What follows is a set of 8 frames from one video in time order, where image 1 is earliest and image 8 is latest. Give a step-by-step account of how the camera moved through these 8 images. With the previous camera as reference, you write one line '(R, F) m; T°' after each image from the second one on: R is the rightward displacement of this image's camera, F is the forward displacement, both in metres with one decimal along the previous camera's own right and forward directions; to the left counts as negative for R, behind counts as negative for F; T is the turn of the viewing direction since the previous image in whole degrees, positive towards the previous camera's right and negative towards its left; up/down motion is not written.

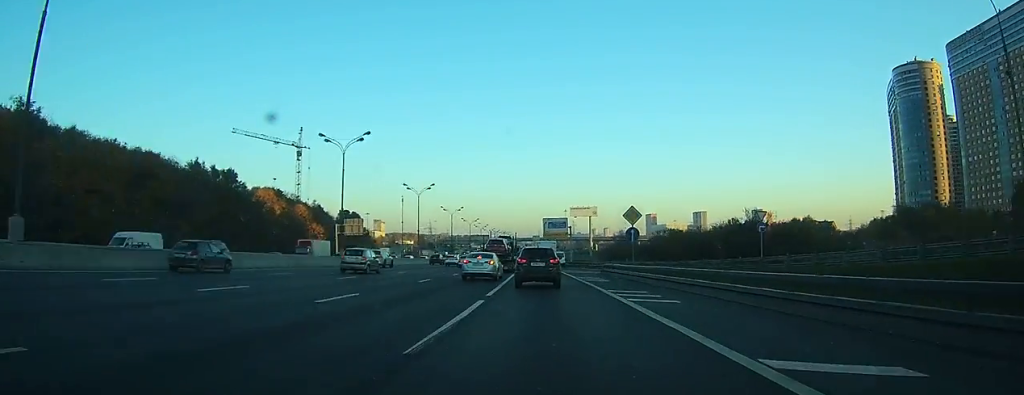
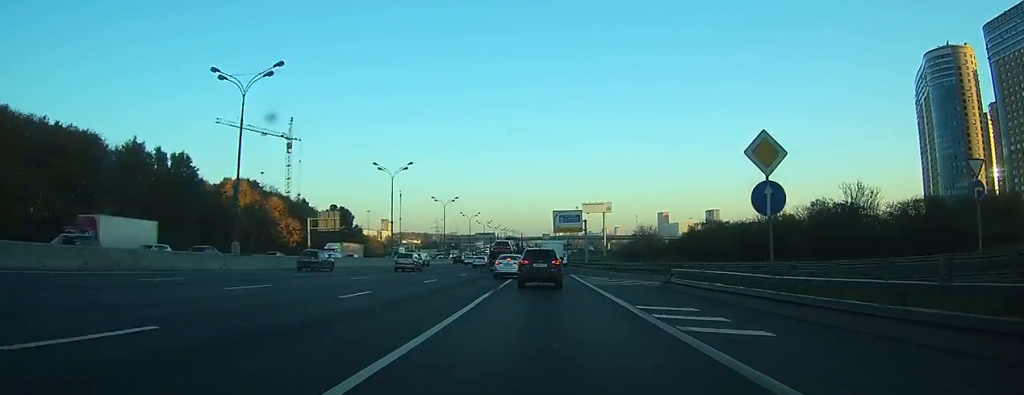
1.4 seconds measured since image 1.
(-0.1, +23.1) m; 0°
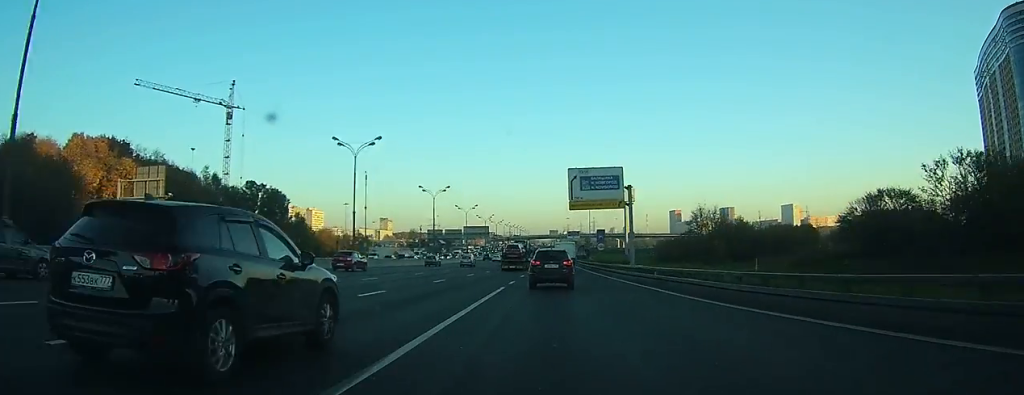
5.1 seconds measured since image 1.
(-0.3, +59.1) m; 0°
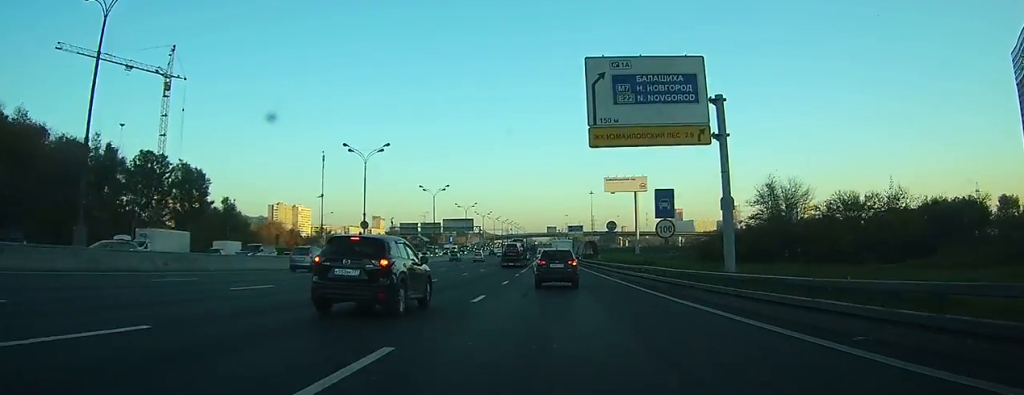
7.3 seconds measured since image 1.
(0.0, +38.6) m; 0°
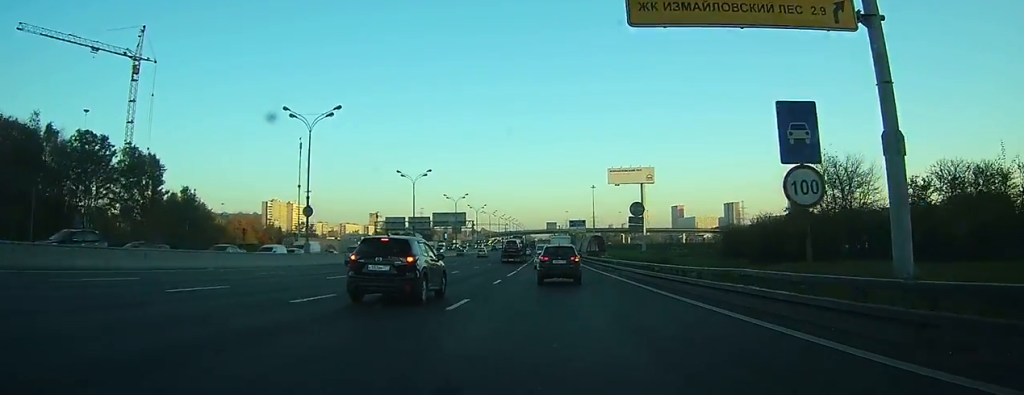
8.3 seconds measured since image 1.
(0.0, +15.7) m; 0°
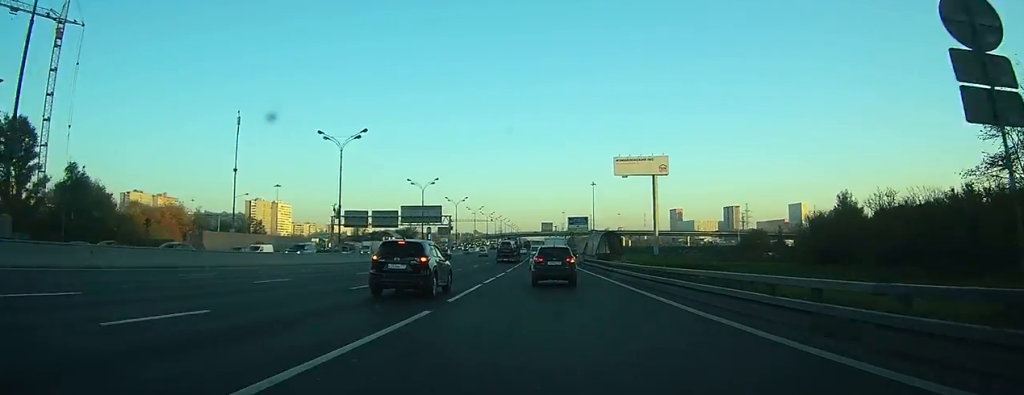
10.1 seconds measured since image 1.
(+0.1, +29.2) m; 0°
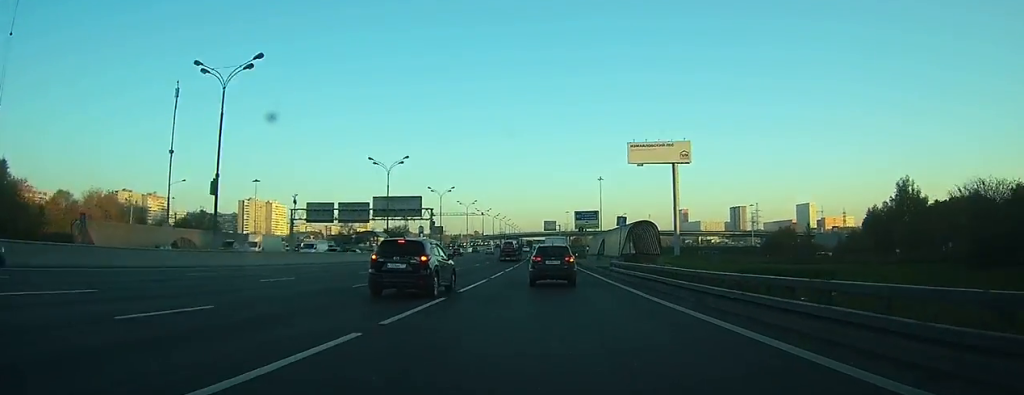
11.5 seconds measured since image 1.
(0.0, +21.6) m; 0°
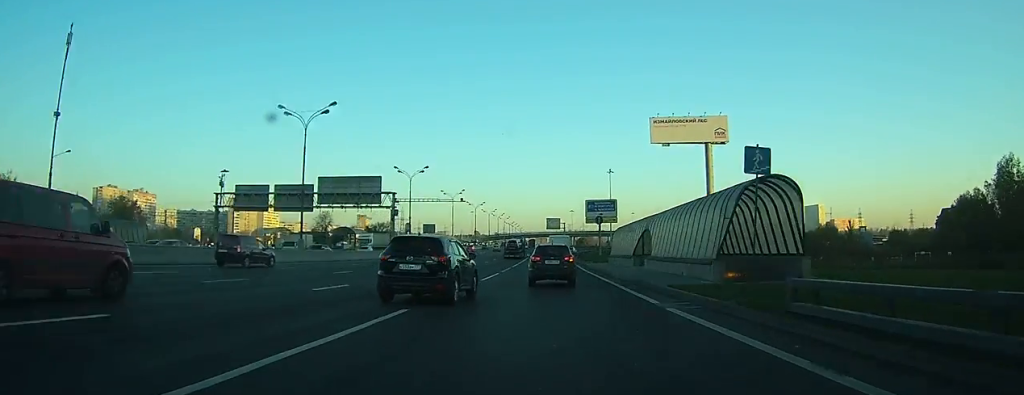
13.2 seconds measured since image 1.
(-0.1, +25.3) m; 0°
